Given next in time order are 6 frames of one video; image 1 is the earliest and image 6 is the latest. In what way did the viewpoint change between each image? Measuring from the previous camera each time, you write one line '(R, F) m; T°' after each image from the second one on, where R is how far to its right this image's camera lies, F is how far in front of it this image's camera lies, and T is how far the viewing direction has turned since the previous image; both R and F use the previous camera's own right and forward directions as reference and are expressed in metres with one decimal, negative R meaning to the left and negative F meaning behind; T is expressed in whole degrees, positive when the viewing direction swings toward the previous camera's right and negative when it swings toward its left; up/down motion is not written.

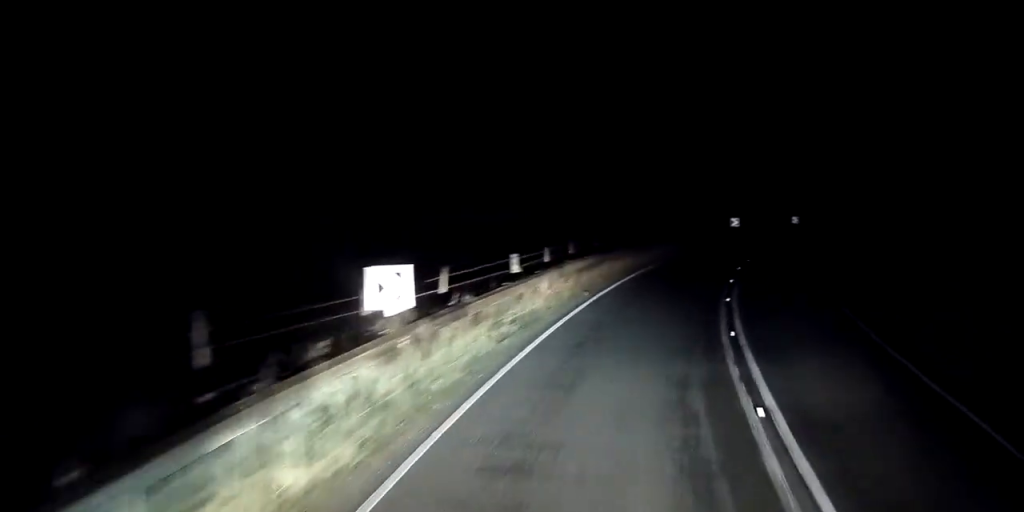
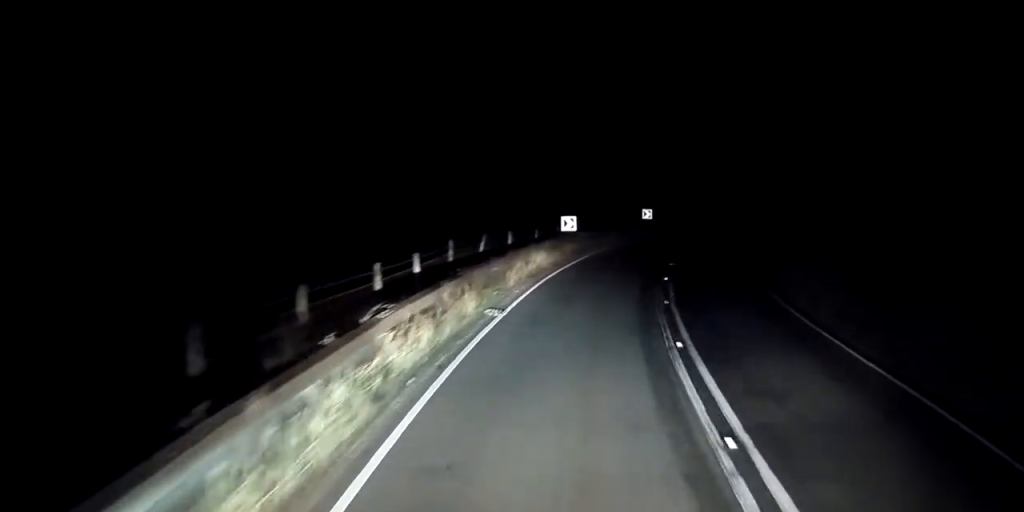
(+0.8, +19.0) m; +11°
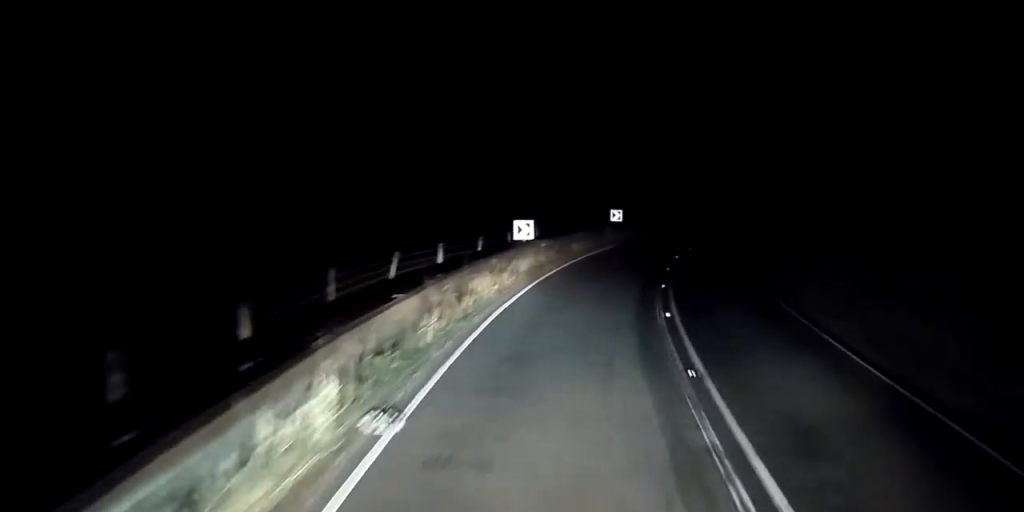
(+0.4, +6.1) m; +7°
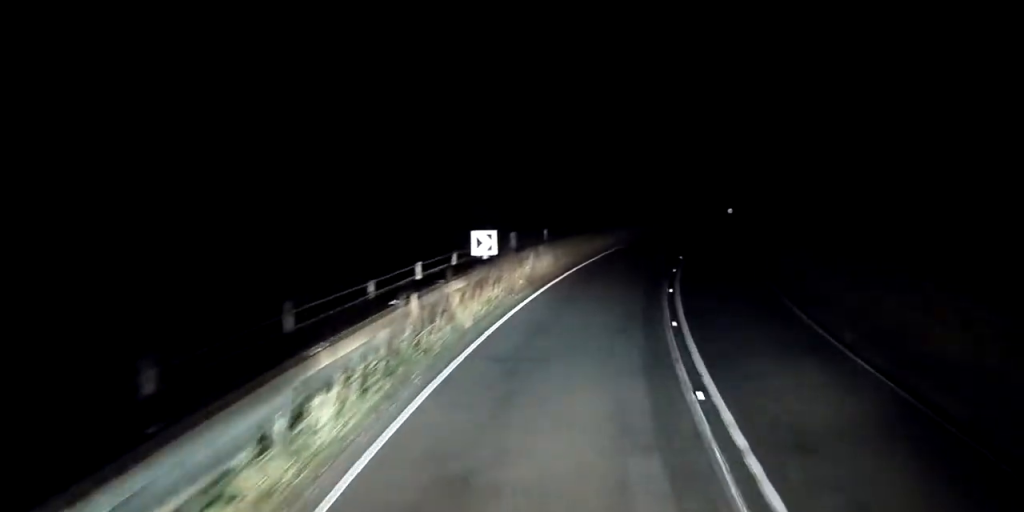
(+2.0, +18.9) m; +10°
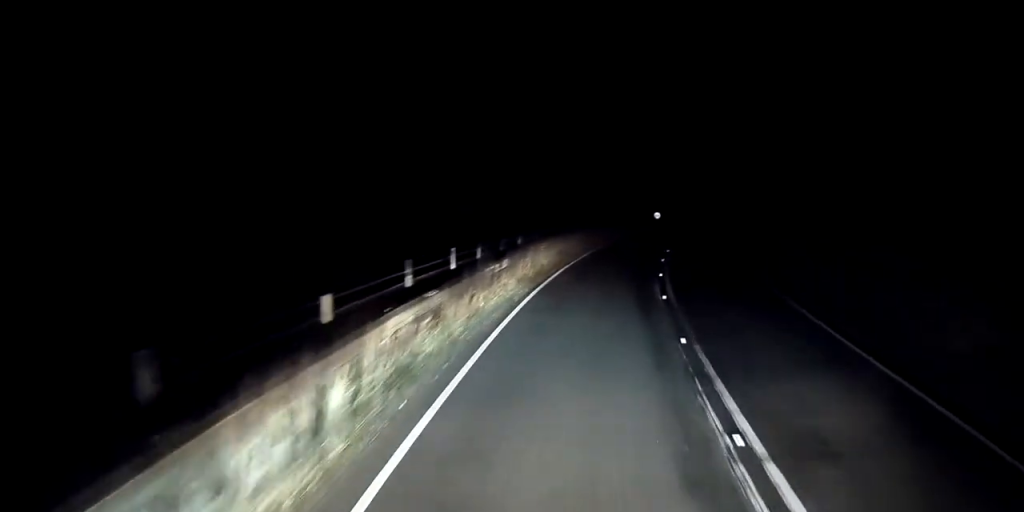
(+1.0, +15.1) m; +8°
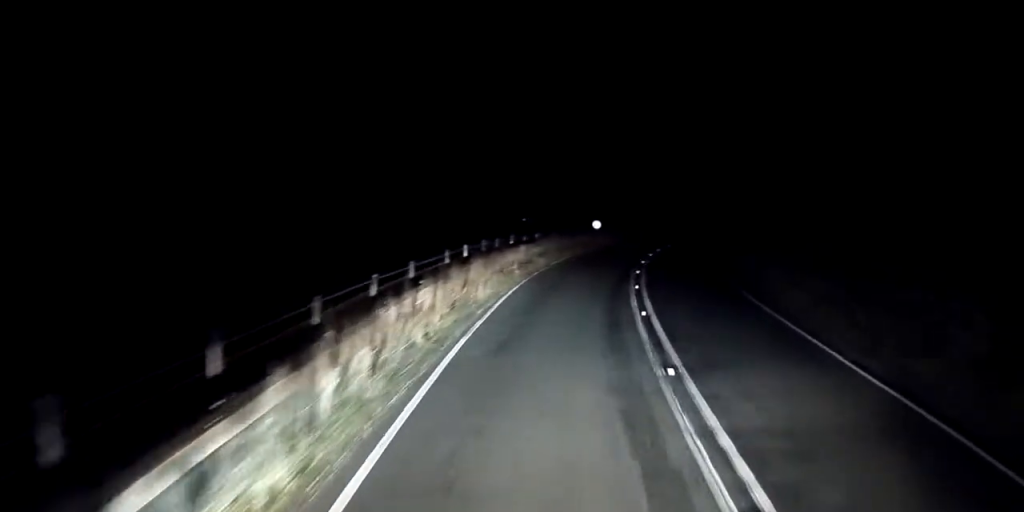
(+0.5, +10.4) m; +5°
